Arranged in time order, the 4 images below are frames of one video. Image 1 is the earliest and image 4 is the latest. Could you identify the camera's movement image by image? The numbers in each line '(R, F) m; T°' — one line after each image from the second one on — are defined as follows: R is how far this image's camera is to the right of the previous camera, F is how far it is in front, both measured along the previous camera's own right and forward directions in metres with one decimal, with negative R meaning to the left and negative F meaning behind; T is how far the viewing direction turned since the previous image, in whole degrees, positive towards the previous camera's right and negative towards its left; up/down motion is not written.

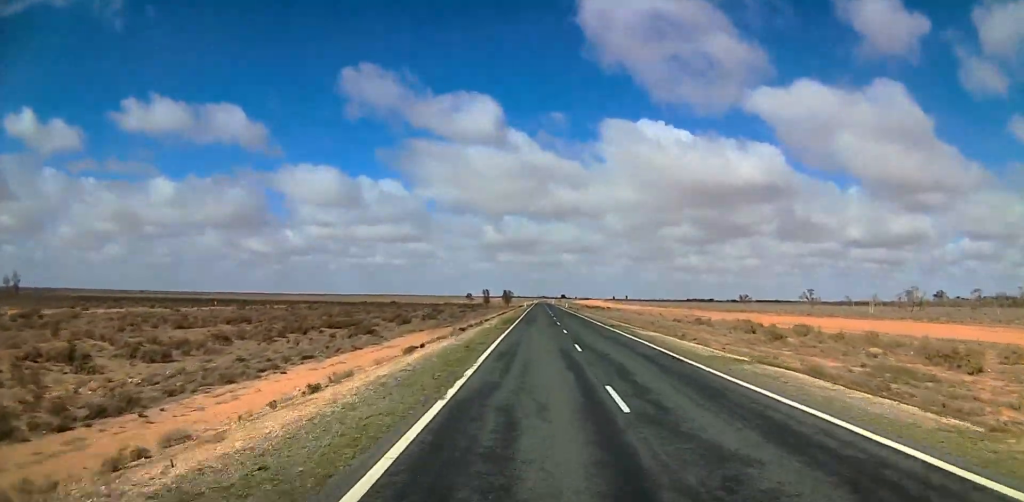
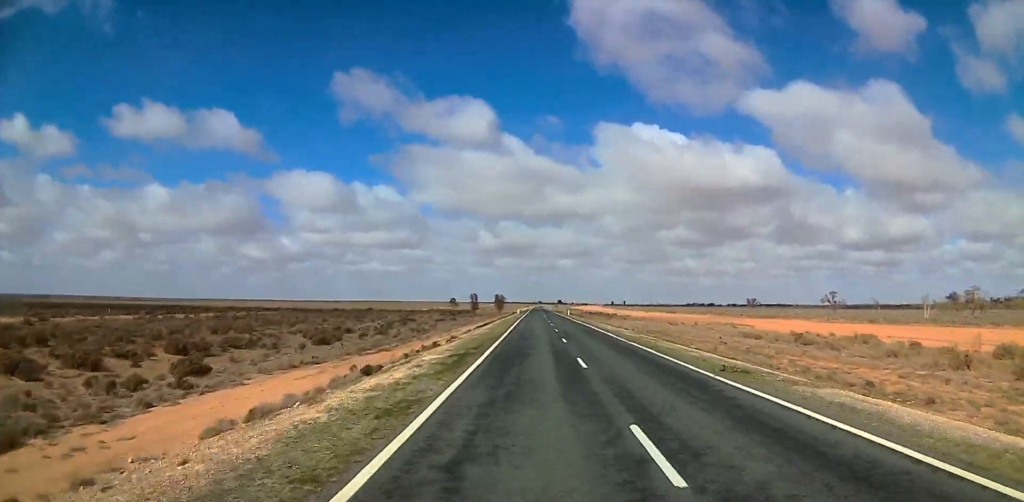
(0.0, +26.6) m; 0°
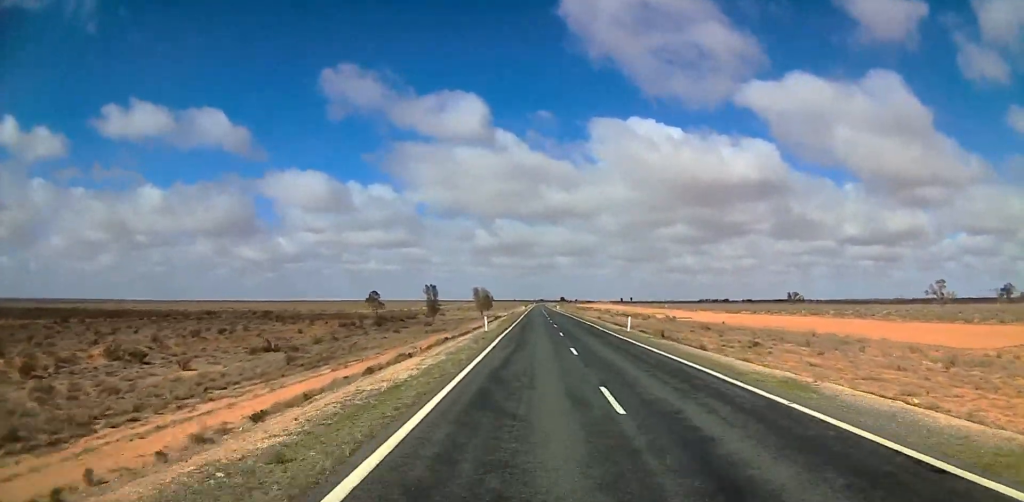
(0.0, +79.2) m; 0°
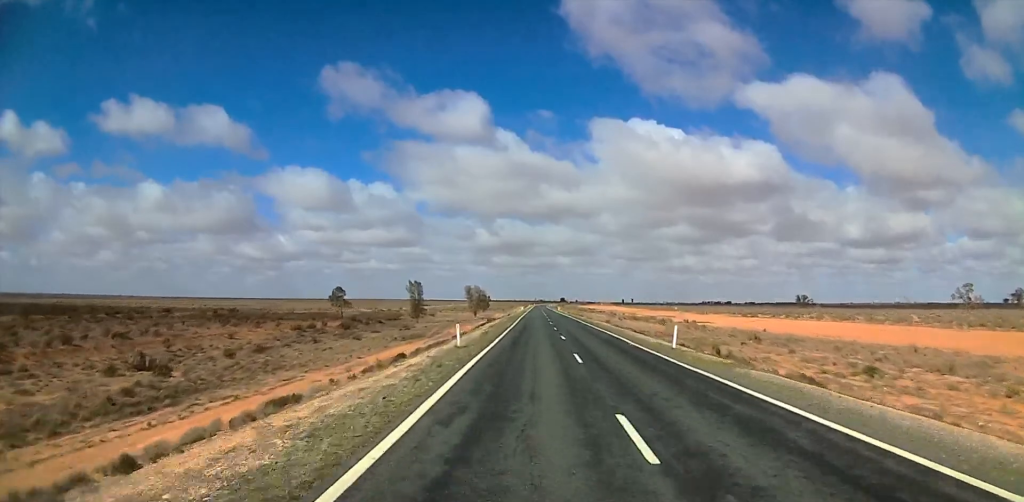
(0.0, +14.9) m; 0°
